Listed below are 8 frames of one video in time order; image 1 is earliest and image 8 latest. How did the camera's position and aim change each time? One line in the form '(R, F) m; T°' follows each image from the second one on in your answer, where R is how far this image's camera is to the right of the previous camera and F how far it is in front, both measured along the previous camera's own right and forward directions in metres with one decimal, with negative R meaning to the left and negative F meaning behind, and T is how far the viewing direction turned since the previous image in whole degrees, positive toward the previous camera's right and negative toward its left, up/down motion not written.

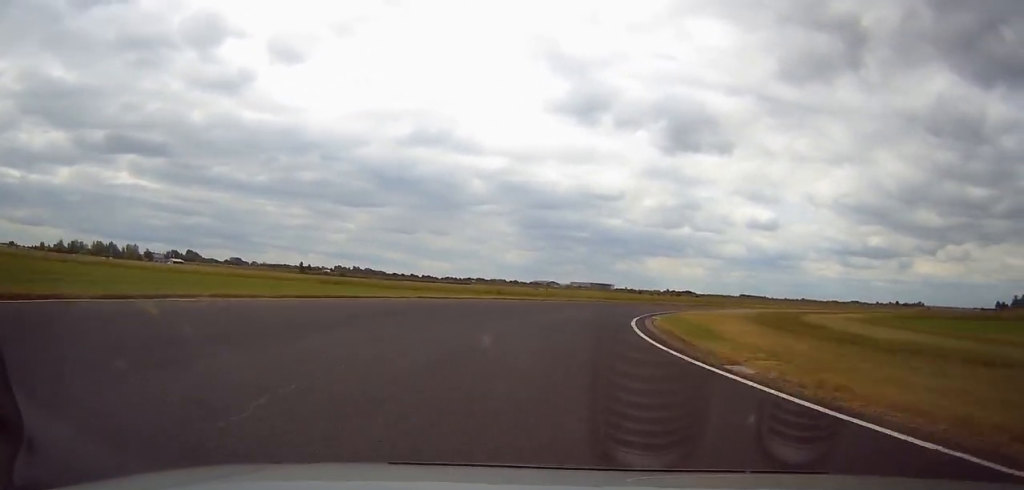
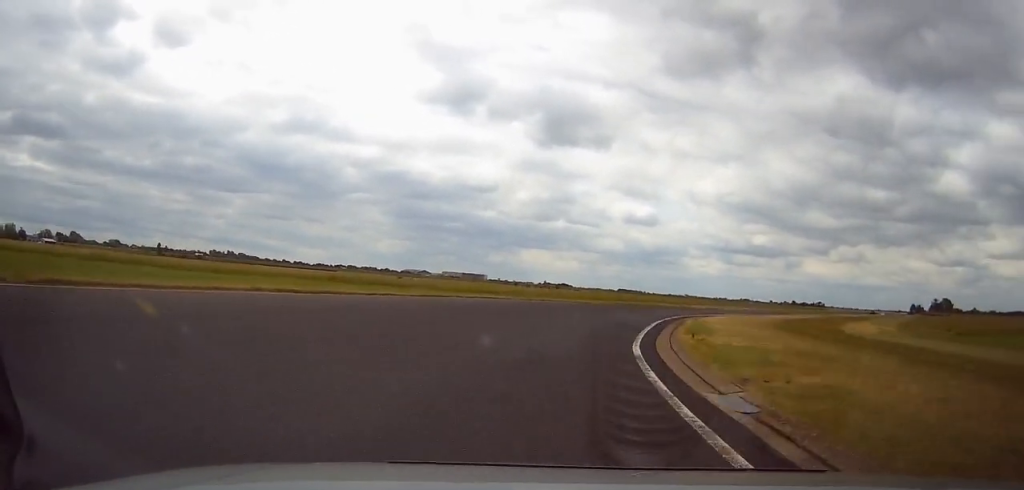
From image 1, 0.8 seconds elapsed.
(+1.9, +29.7) m; +10°
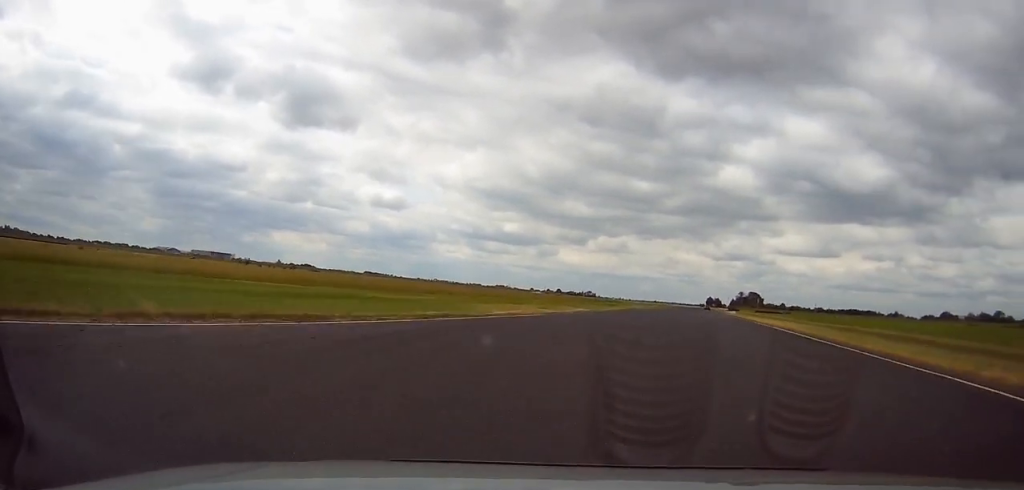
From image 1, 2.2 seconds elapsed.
(+11.1, +57.4) m; +19°
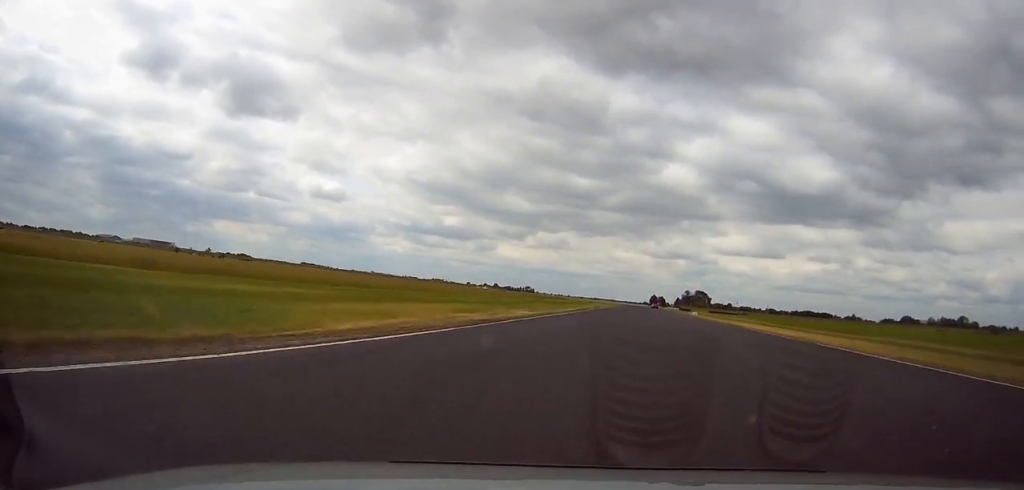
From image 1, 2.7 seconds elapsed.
(+0.5, +18.2) m; +5°
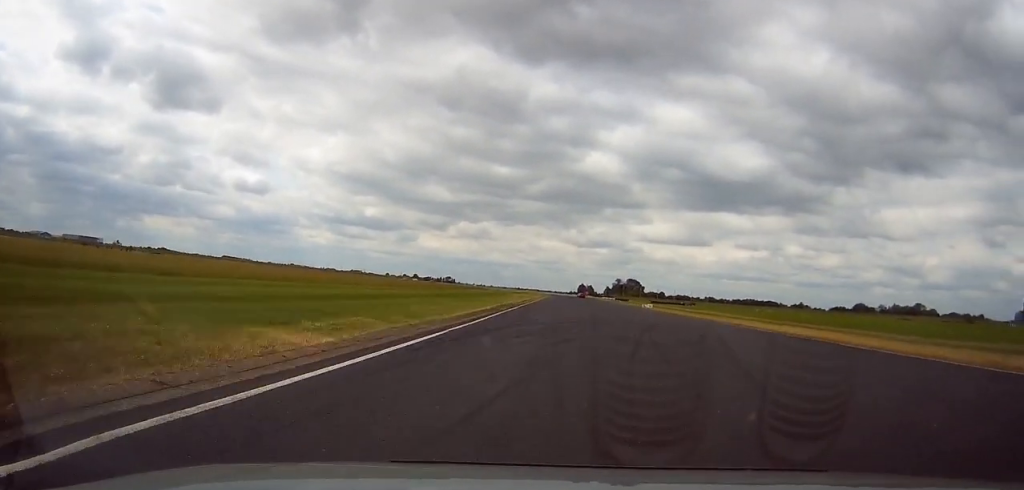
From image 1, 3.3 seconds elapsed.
(+2.2, +28.0) m; +6°
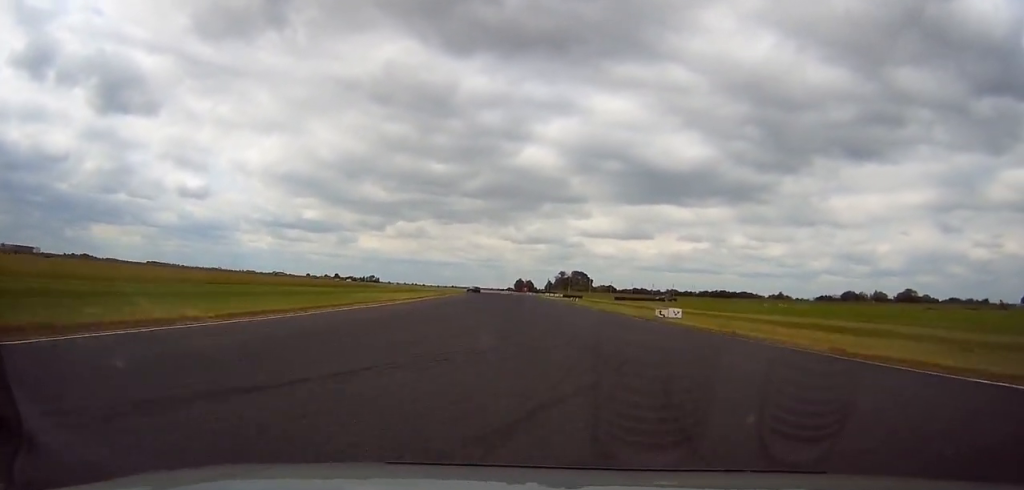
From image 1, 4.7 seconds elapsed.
(+5.9, +64.2) m; +7°
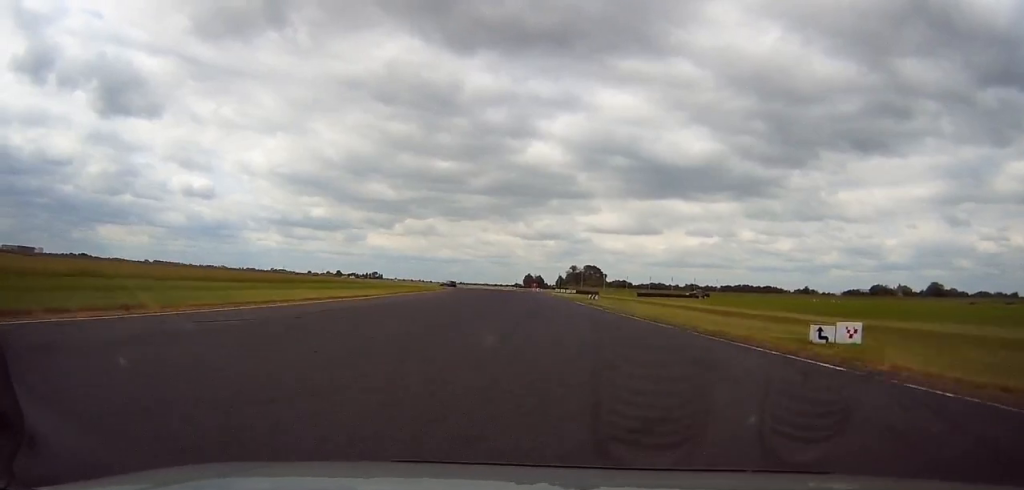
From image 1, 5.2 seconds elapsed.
(+0.1, +23.7) m; 0°
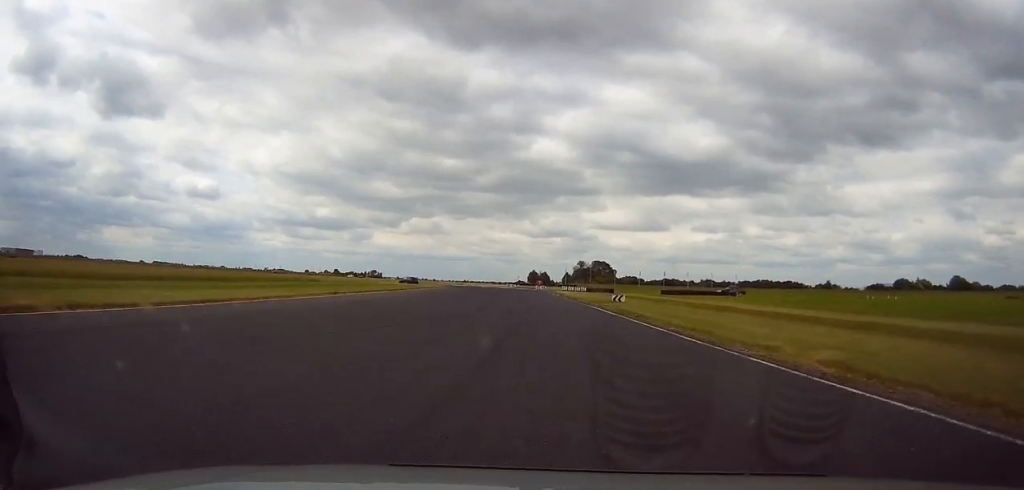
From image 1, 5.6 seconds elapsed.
(0.0, +21.8) m; -1°
